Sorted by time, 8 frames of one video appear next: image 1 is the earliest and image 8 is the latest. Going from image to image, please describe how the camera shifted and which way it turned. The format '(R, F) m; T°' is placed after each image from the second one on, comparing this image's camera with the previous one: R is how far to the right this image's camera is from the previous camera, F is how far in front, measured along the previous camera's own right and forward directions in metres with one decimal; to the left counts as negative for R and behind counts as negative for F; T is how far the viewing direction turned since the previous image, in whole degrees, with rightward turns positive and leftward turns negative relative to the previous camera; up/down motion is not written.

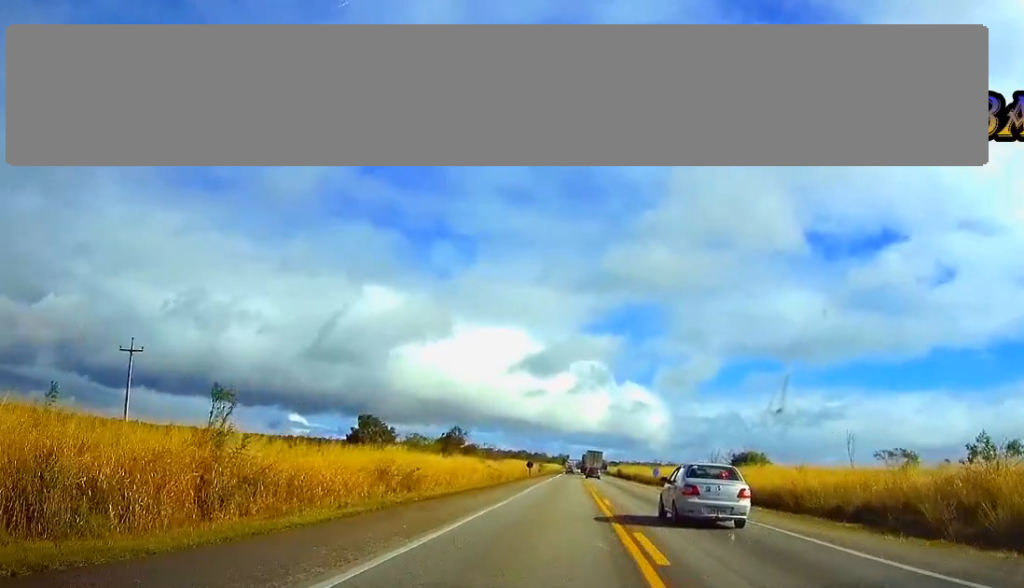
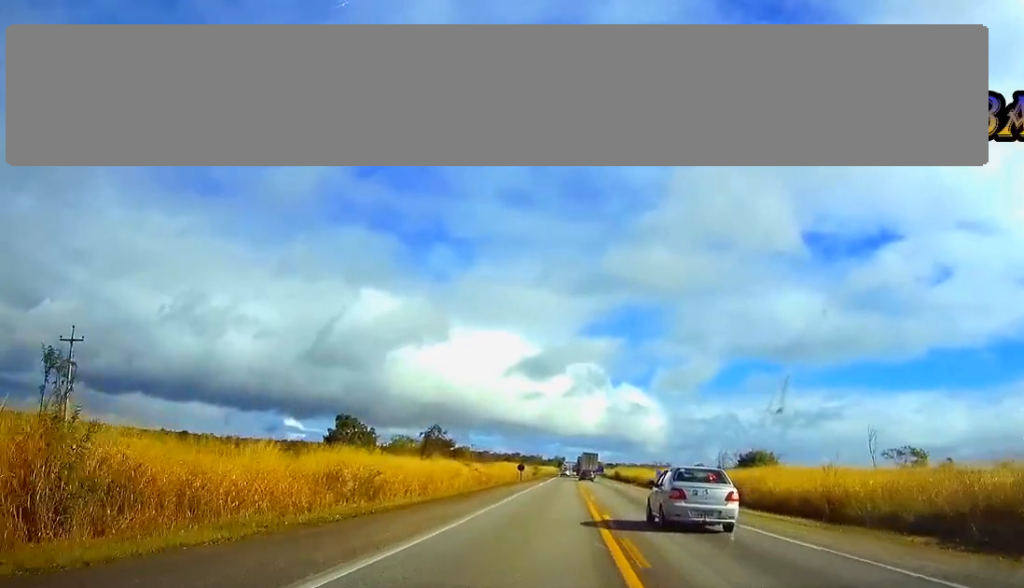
(0.0, +8.2) m; 0°
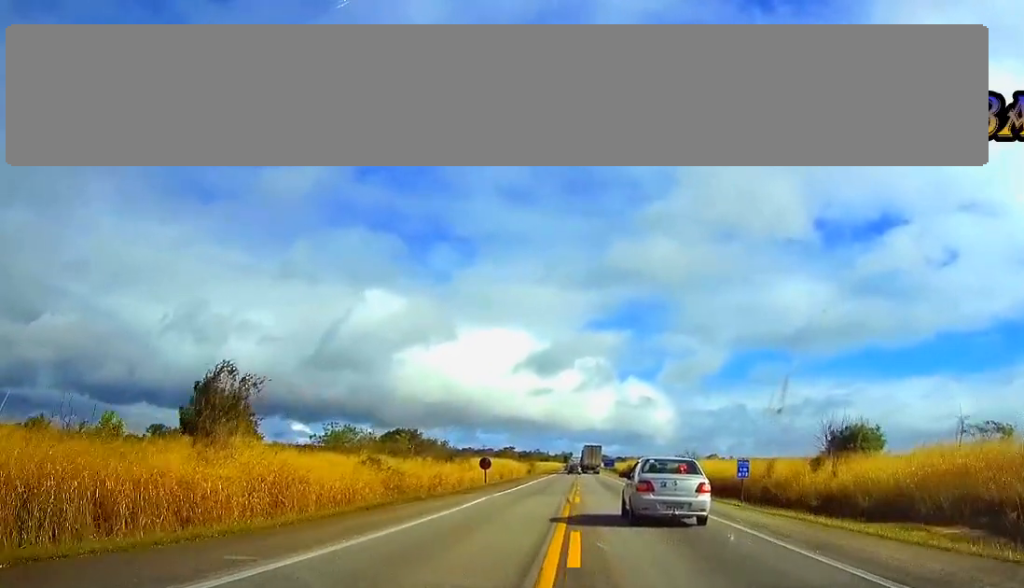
(+0.1, +40.5) m; 0°
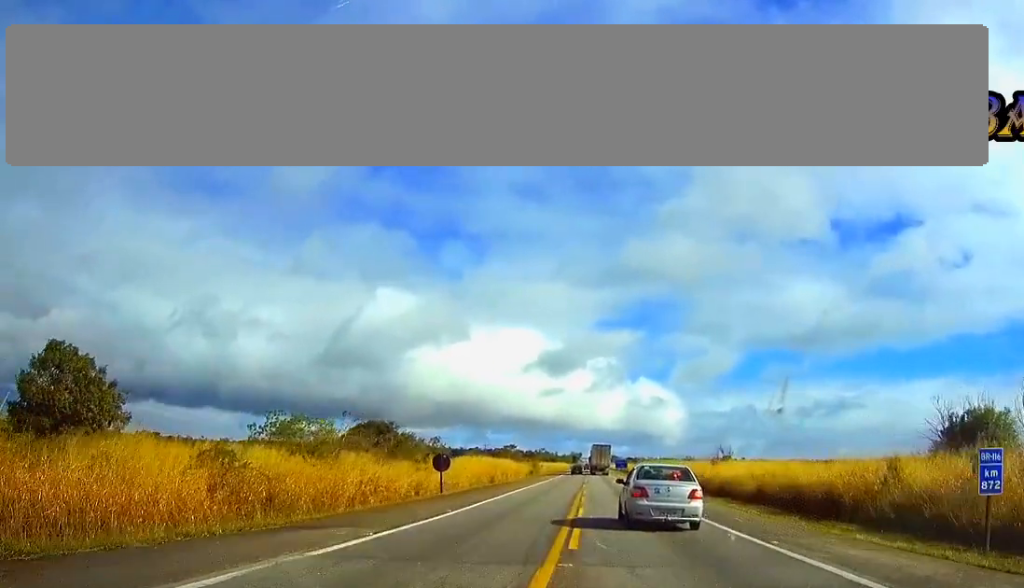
(-0.1, +23.1) m; -1°
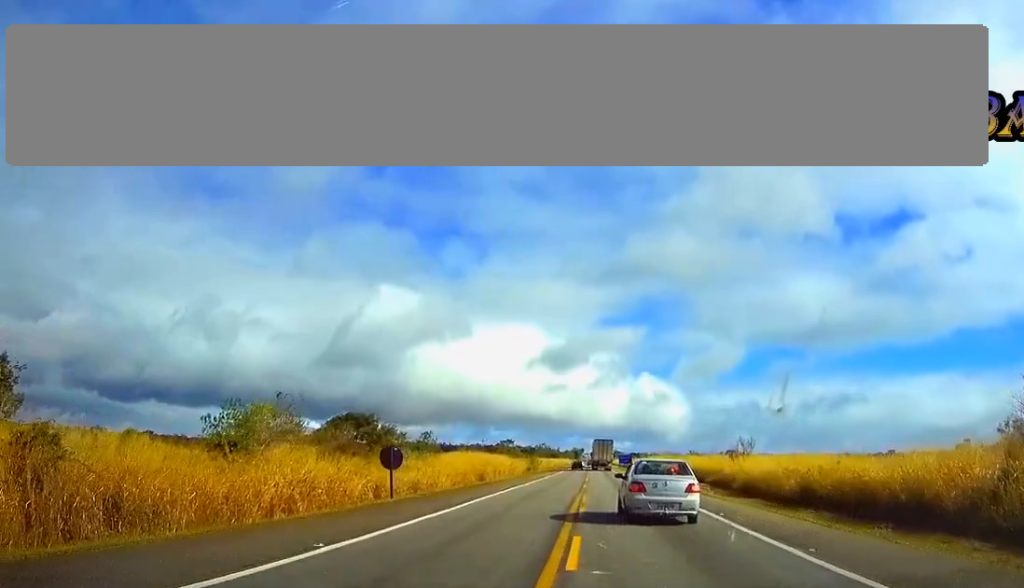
(0.0, +11.2) m; 0°
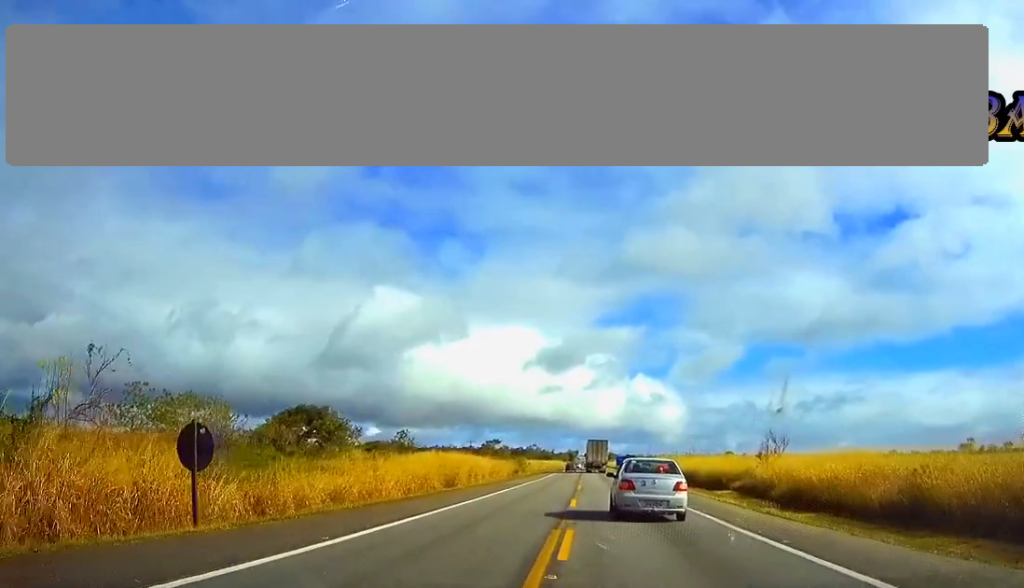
(0.0, +16.0) m; 0°
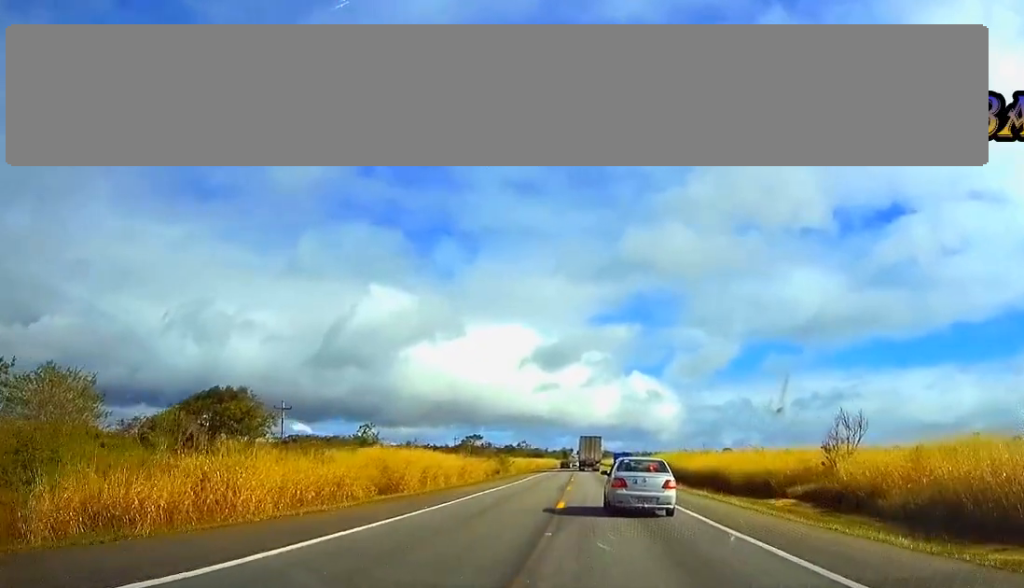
(0.0, +20.1) m; 0°
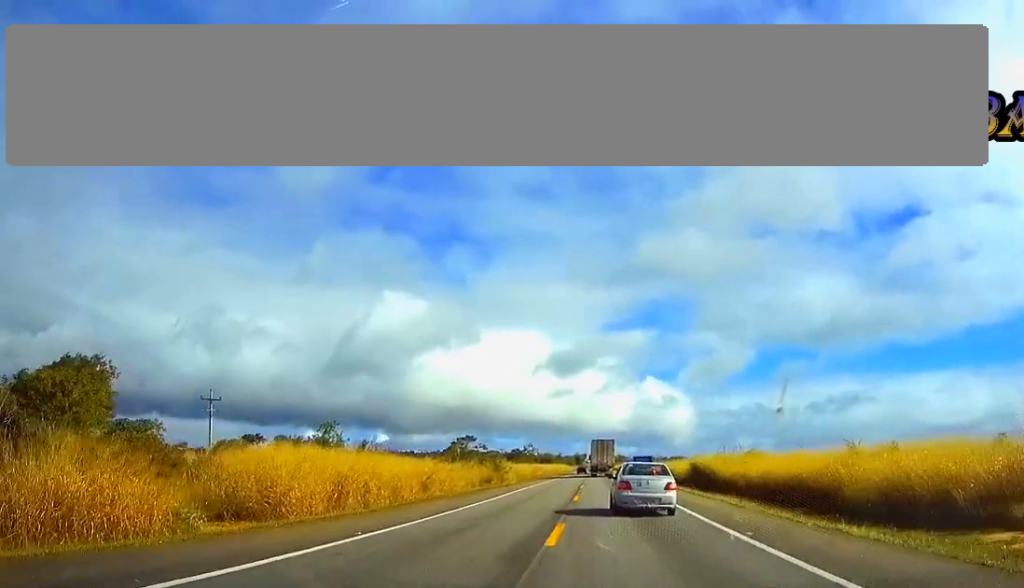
(0.0, +23.7) m; 0°
